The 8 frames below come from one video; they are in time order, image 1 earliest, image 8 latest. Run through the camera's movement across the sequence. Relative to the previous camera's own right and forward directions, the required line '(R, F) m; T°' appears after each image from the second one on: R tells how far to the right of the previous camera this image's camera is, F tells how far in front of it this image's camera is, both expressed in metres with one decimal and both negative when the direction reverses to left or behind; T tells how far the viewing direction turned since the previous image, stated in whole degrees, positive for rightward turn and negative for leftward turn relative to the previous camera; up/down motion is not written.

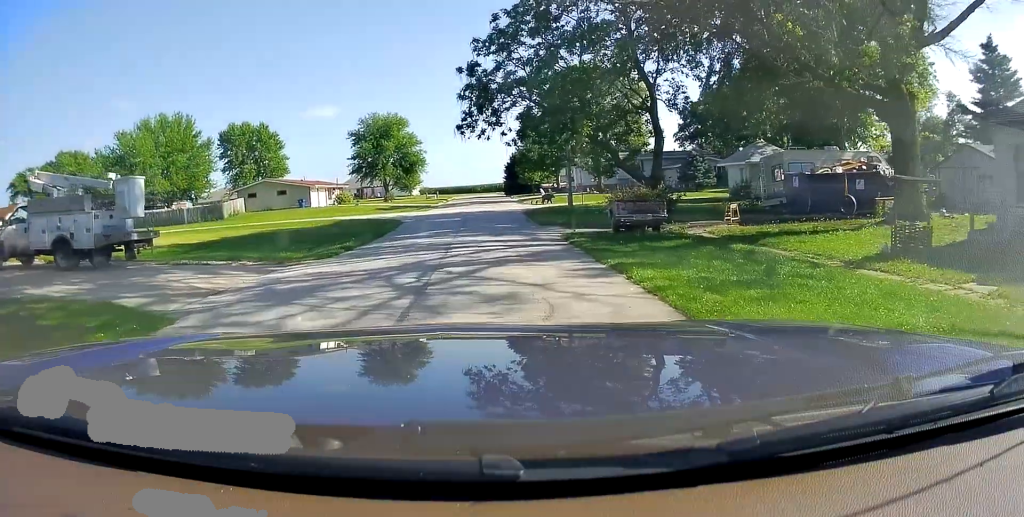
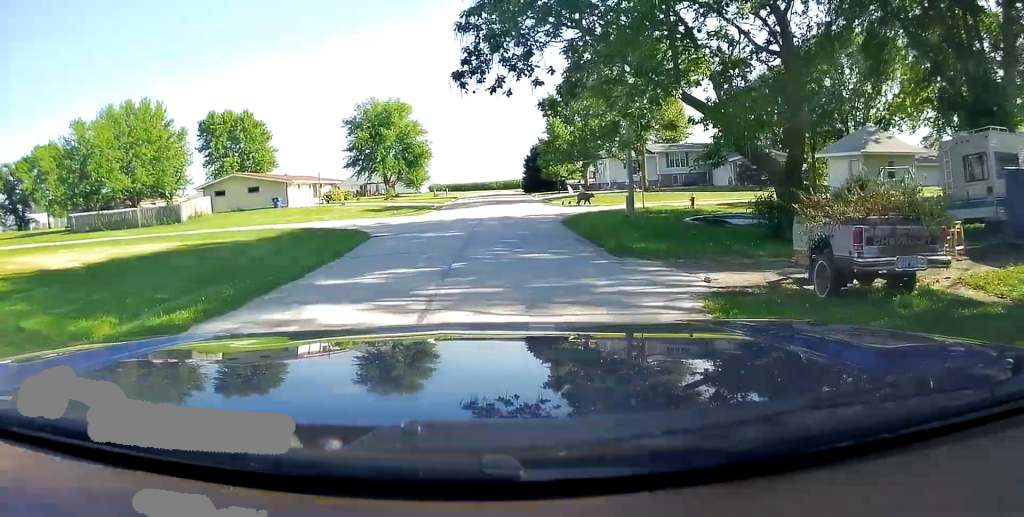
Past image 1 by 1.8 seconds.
(-0.2, +12.6) m; 0°
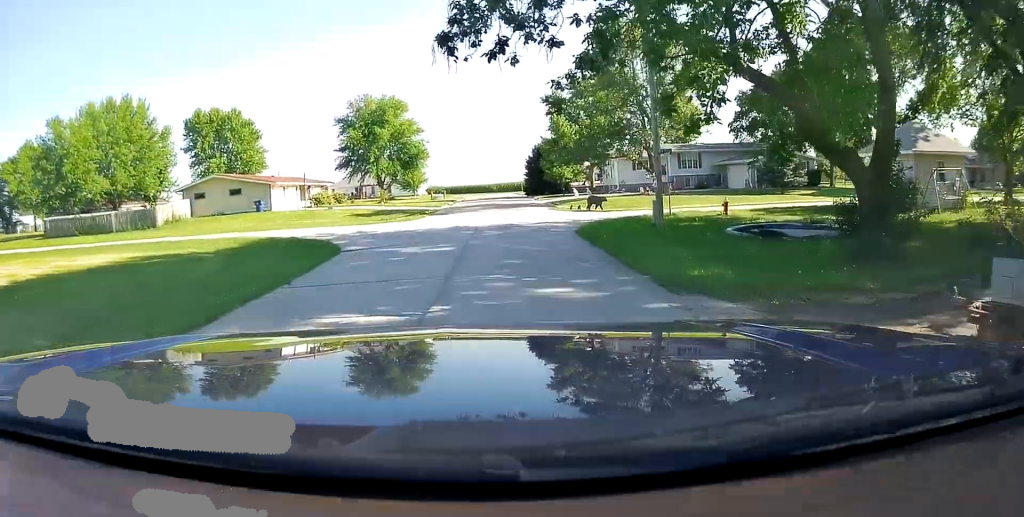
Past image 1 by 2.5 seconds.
(+0.5, +4.4) m; 0°
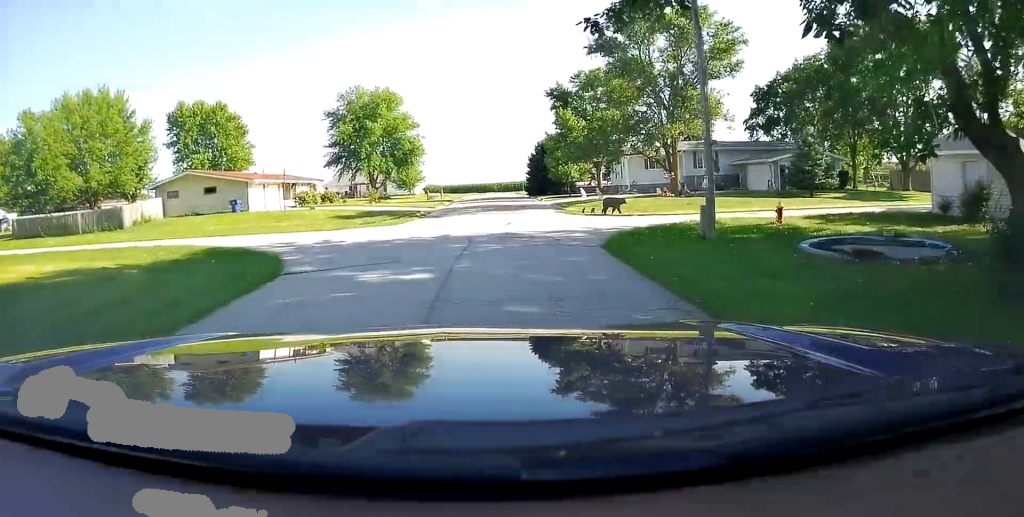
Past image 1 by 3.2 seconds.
(-0.6, +5.0) m; -5°
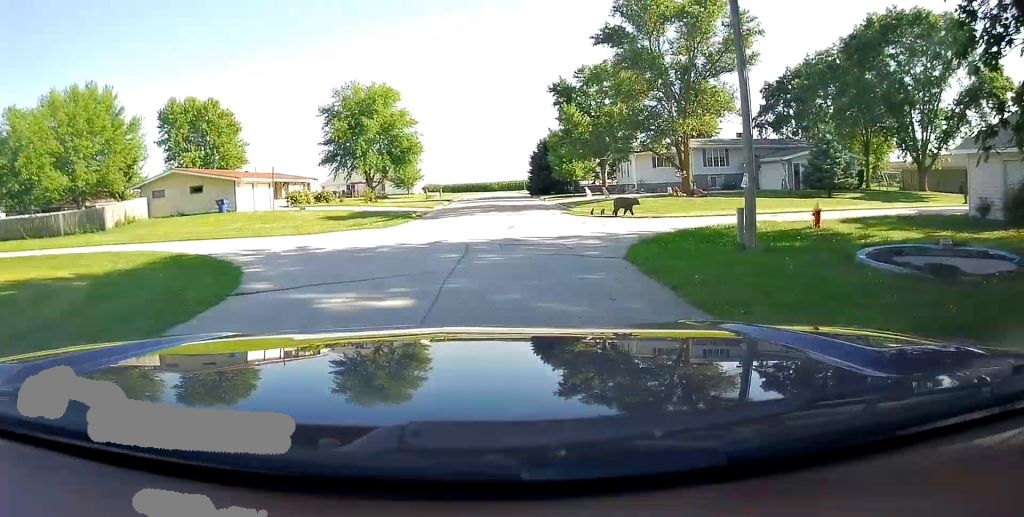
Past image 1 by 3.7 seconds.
(-0.1, +2.7) m; -2°
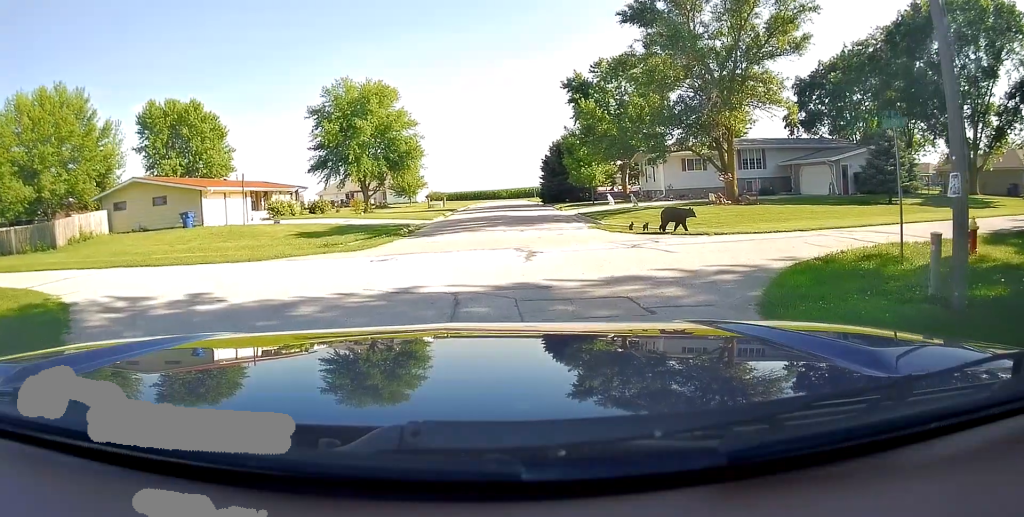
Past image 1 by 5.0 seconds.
(0.0, +7.7) m; 0°
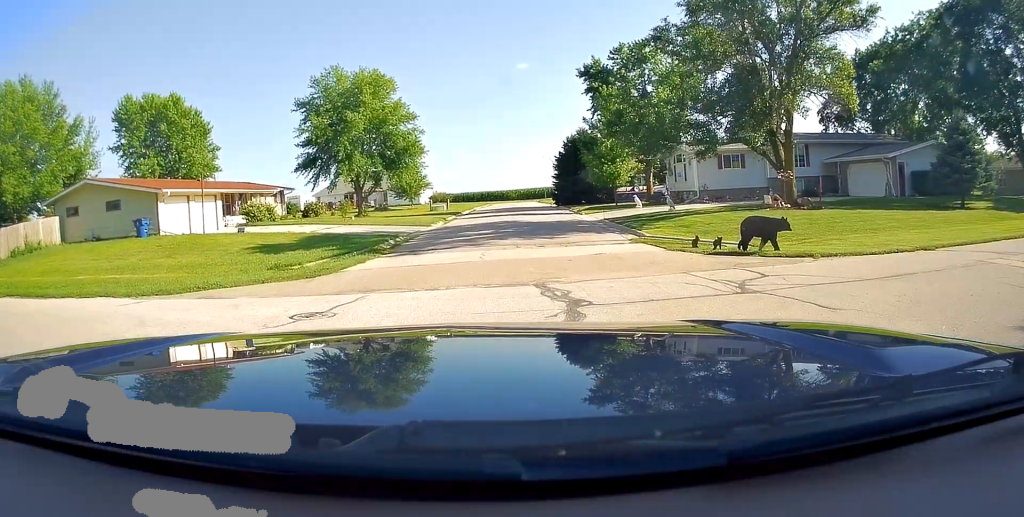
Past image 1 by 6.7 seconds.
(0.0, +8.1) m; 0°
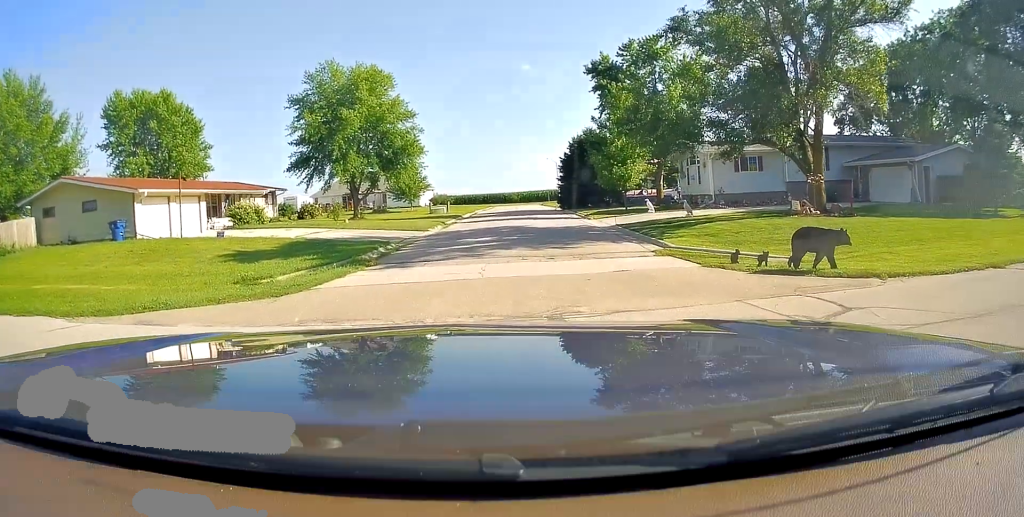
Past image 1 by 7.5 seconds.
(0.0, +3.0) m; 0°
